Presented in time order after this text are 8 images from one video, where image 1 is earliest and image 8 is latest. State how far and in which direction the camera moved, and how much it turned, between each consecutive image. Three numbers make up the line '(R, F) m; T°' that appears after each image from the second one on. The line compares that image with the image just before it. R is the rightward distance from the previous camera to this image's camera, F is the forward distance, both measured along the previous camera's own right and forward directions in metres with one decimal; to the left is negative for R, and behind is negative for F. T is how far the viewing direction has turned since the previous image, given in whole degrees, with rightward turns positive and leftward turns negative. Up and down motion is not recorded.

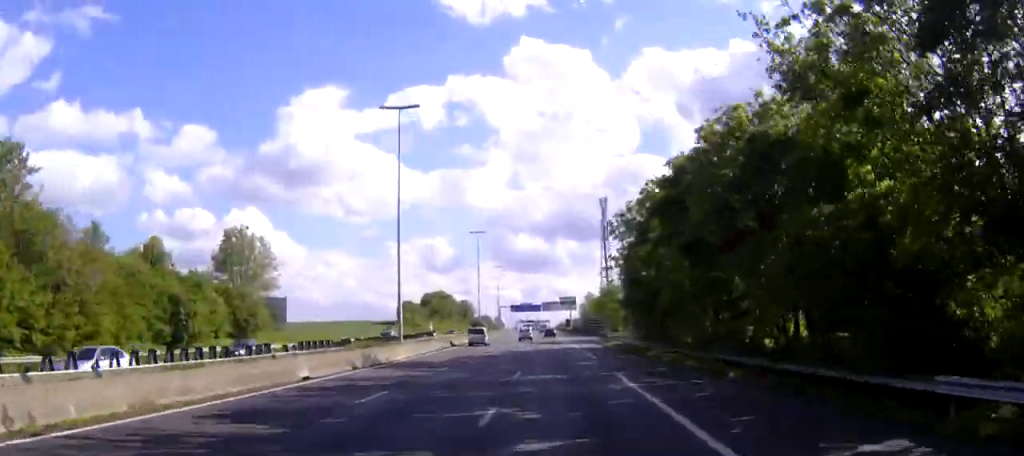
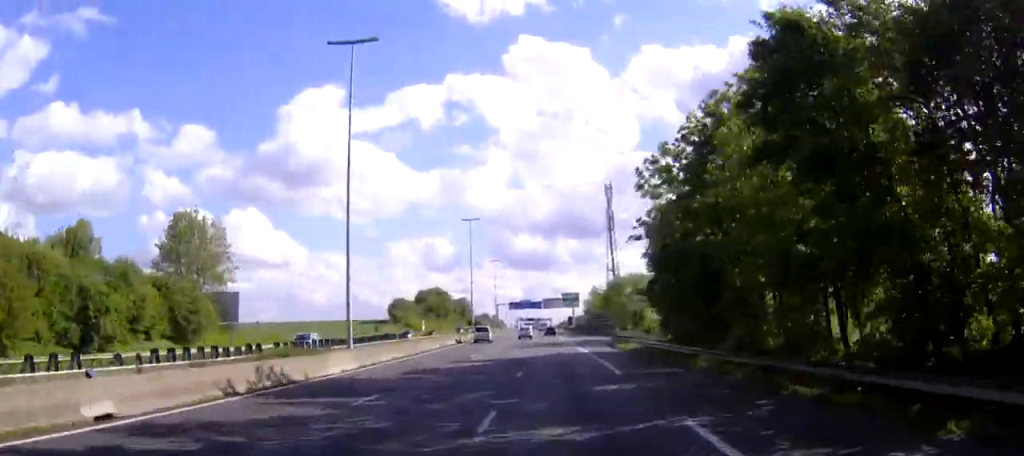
(+0.2, +13.9) m; +1°
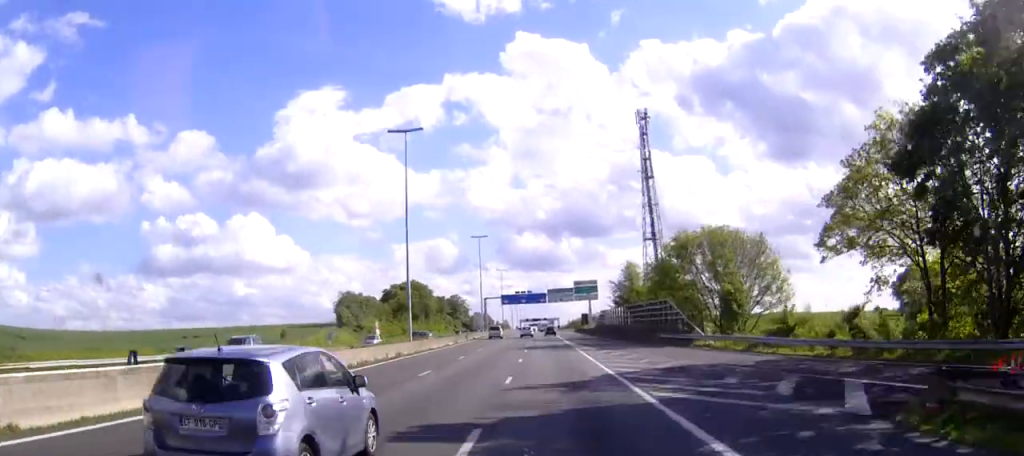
(-0.3, +54.9) m; -1°
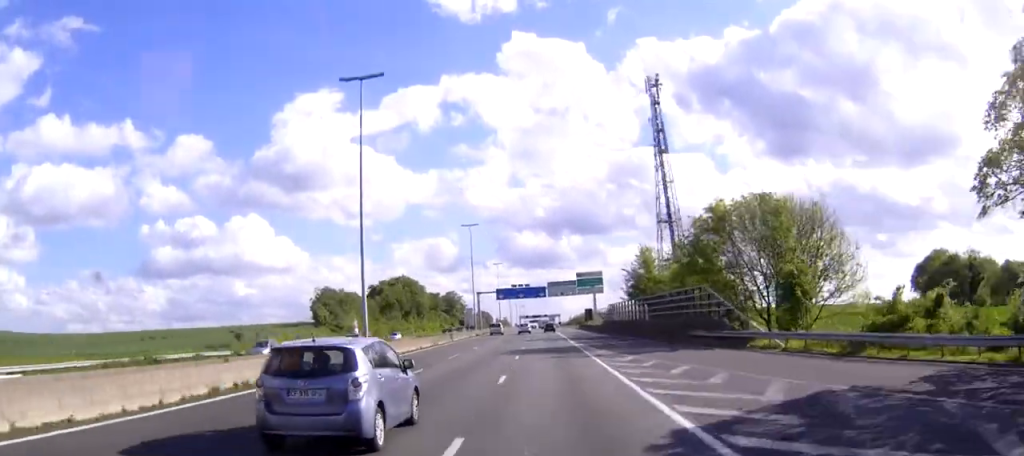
(0.0, +14.5) m; 0°
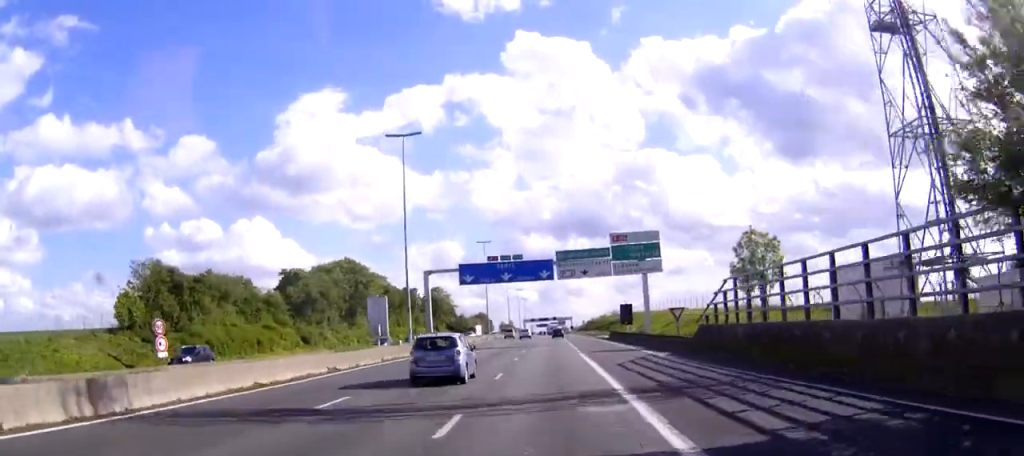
(-0.7, +62.0) m; -1°
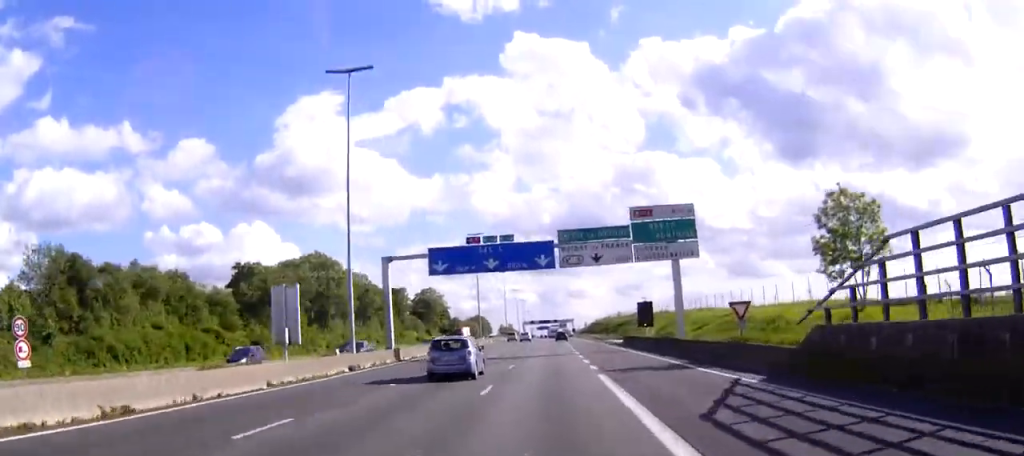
(0.0, +17.7) m; 0°
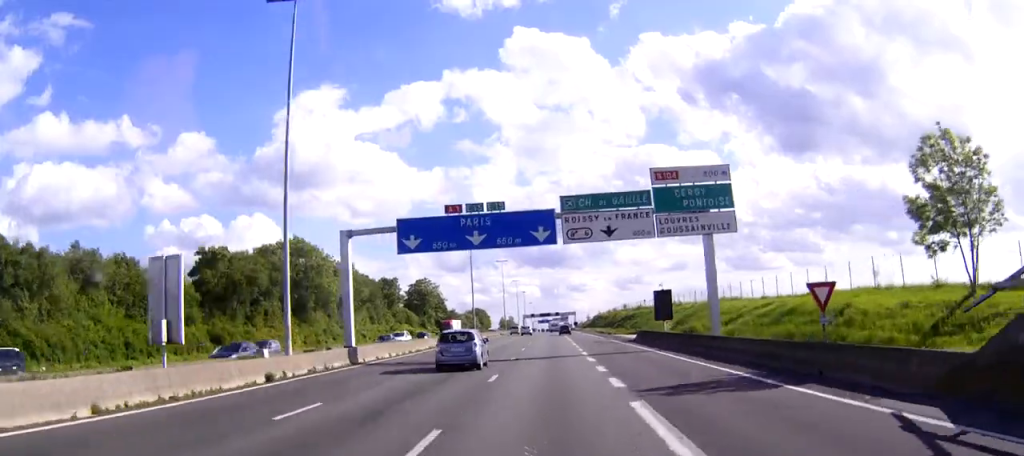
(0.0, +10.9) m; 0°
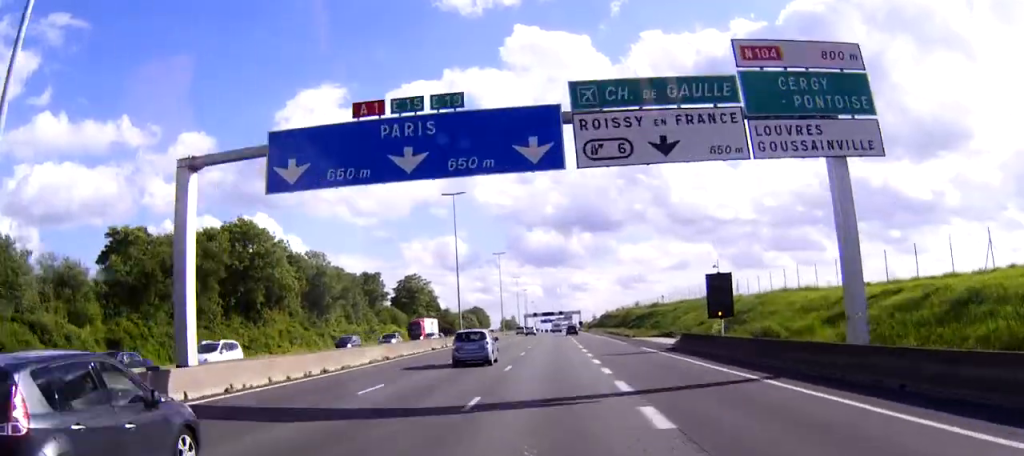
(-0.1, +20.2) m; 0°
